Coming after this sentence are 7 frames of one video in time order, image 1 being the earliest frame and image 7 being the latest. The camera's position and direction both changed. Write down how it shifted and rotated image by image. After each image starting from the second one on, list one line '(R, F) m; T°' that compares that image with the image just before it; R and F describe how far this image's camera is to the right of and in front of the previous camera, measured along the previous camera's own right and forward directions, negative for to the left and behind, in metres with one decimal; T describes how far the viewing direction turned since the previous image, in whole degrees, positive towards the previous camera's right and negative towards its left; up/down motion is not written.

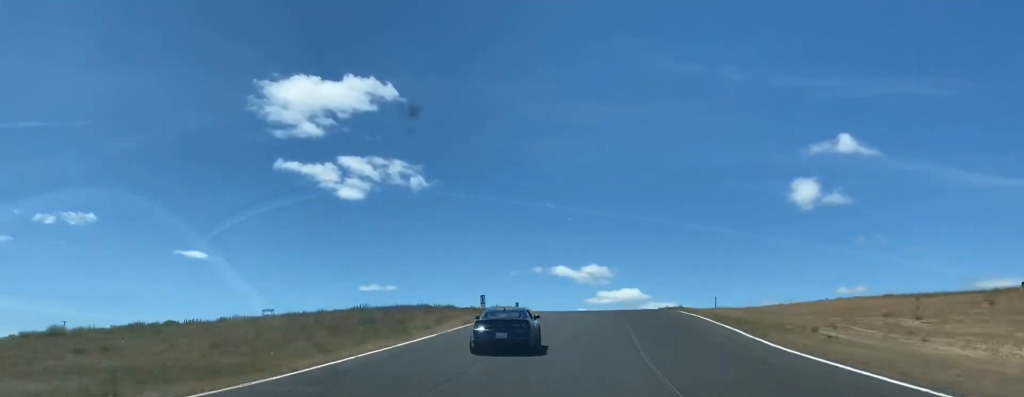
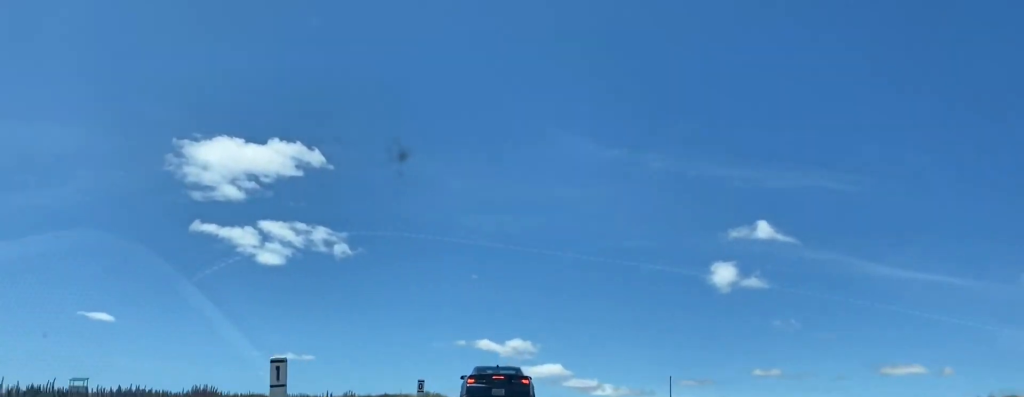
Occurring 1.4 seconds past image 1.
(+1.9, +42.6) m; +4°
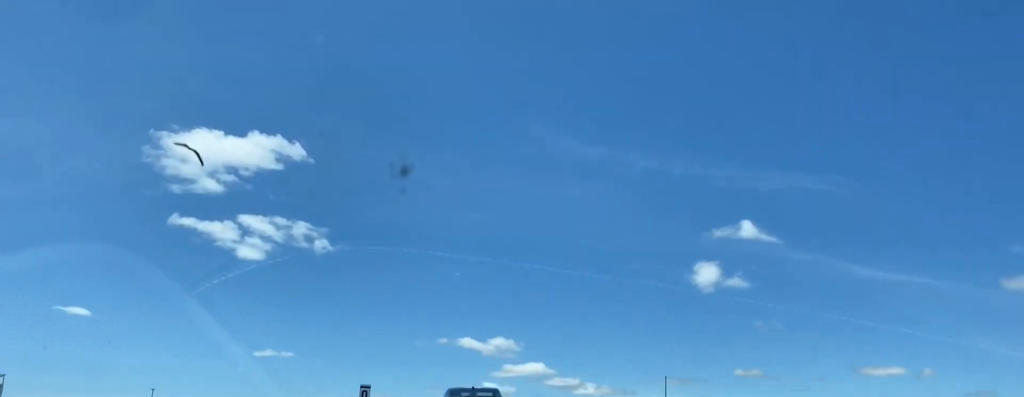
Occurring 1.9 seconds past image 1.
(+0.1, +16.2) m; +1°
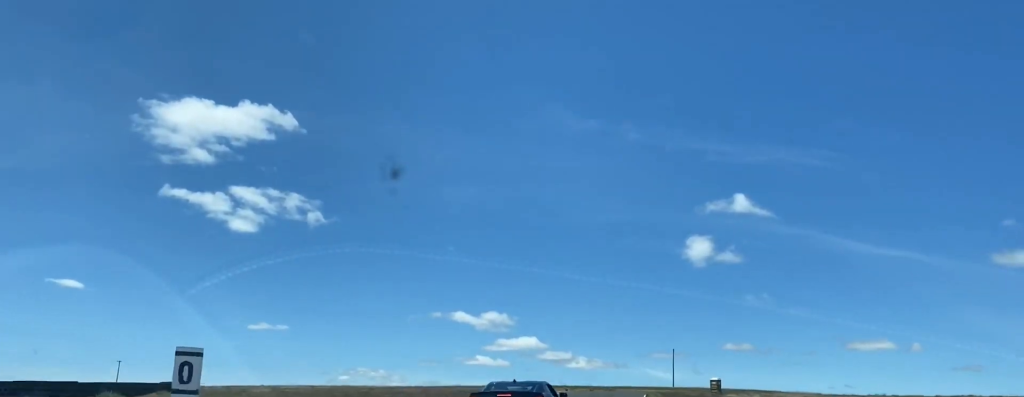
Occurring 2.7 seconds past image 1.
(-0.1, +19.7) m; +1°
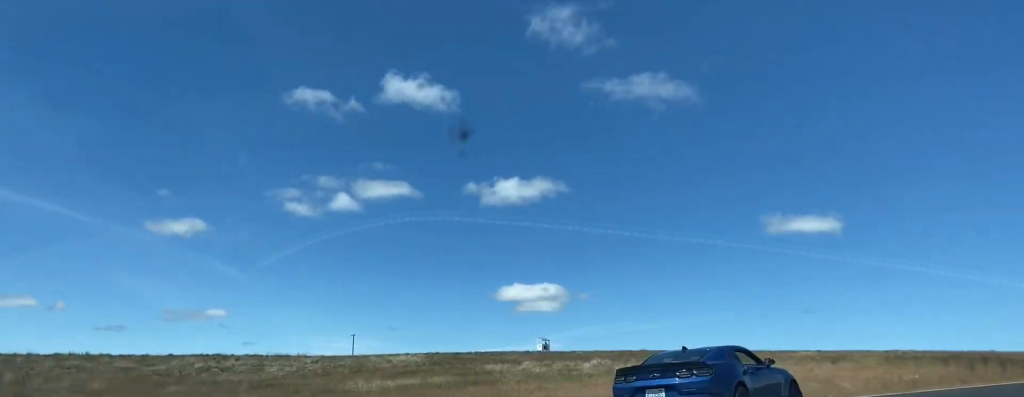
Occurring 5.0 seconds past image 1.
(+14.2, +43.6) m; +60°
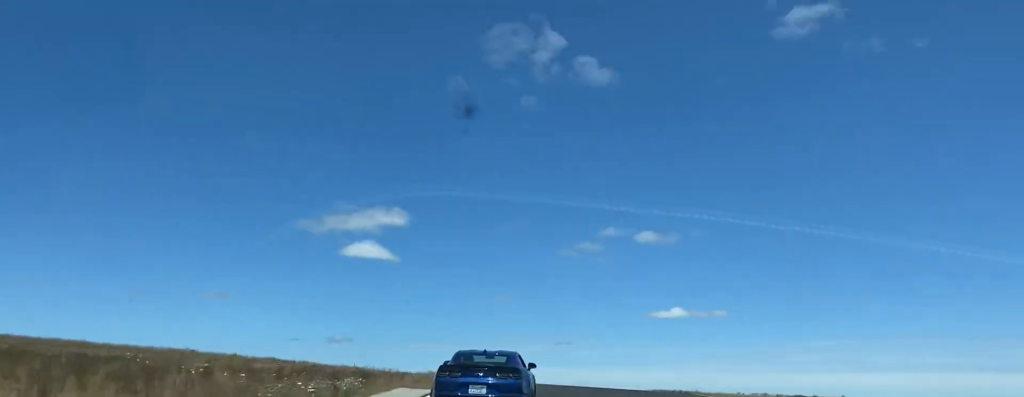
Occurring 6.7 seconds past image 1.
(+15.6, +24.6) m; +48°
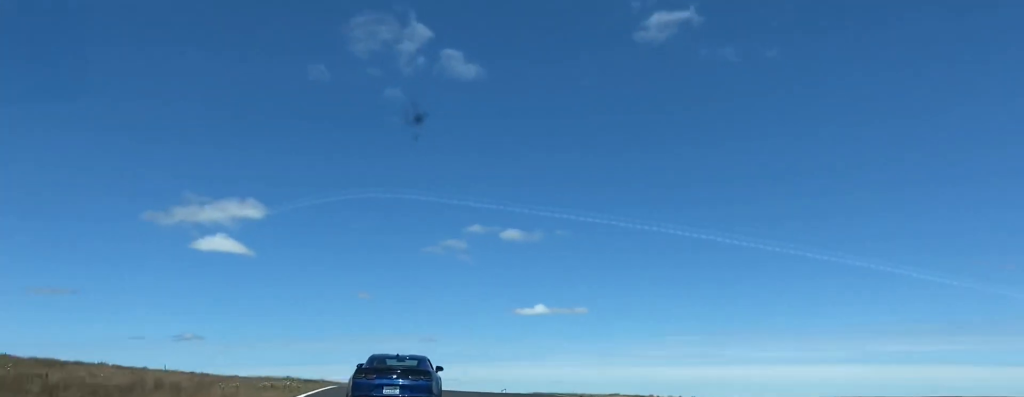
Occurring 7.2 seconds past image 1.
(0.0, +10.8) m; +4°
